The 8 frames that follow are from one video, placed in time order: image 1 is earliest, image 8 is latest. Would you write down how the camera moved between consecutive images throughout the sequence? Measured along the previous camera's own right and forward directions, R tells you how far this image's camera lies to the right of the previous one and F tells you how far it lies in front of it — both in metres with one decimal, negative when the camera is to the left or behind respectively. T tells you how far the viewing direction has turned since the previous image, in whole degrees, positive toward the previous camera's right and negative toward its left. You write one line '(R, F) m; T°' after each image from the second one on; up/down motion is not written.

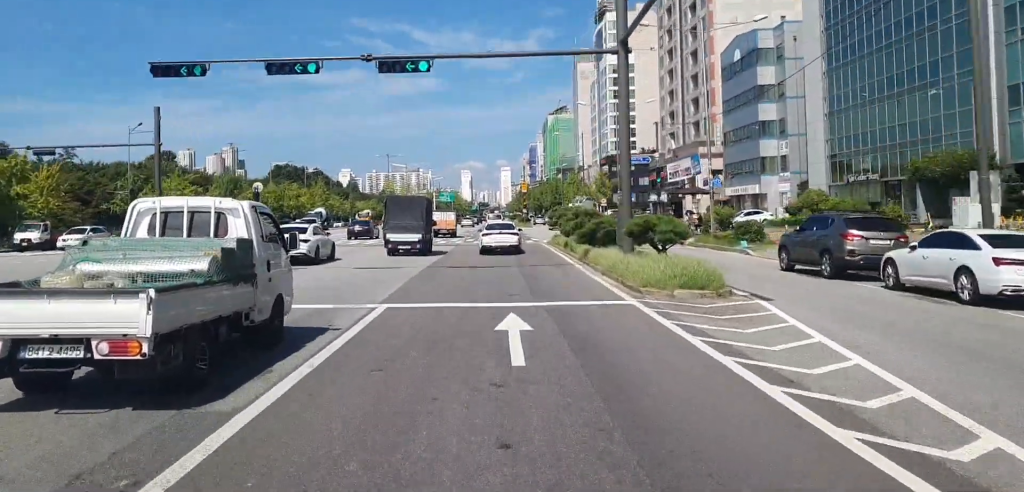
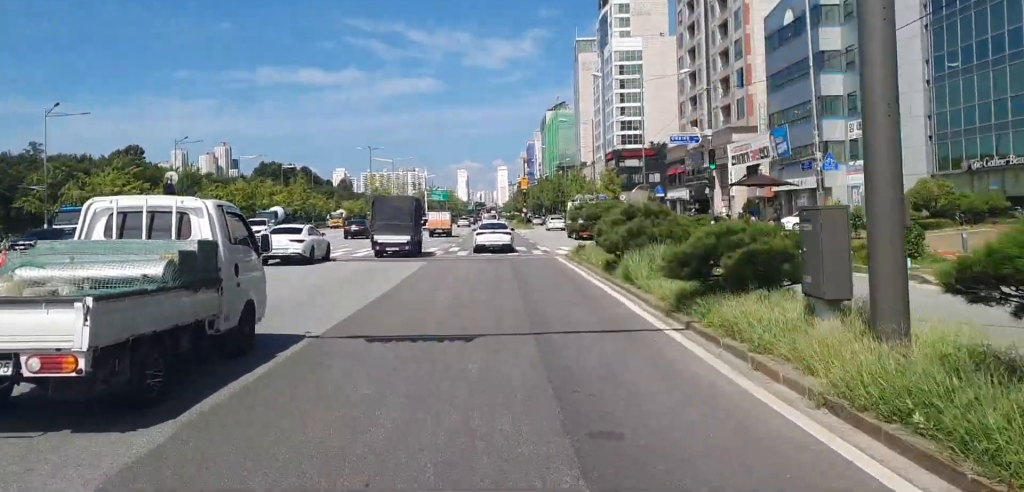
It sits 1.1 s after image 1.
(0.0, +15.1) m; +3°
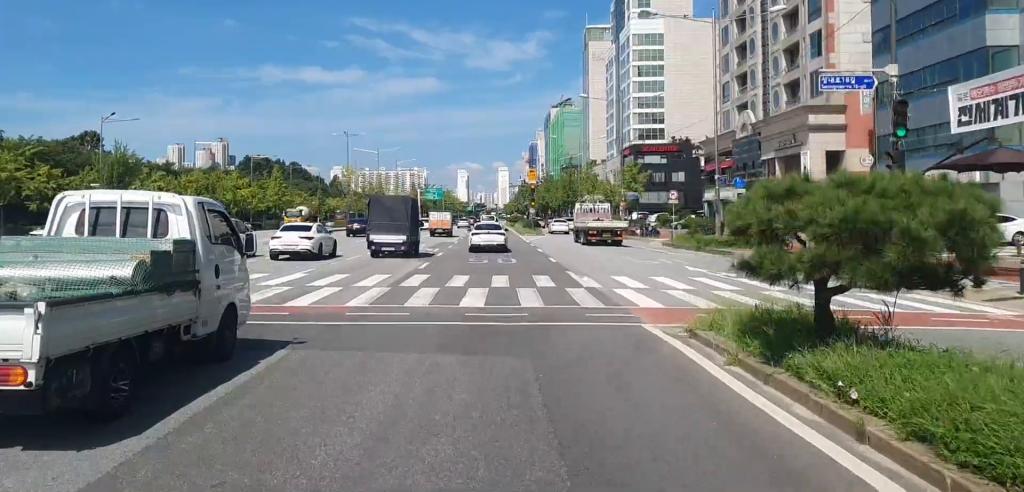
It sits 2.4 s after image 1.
(+0.5, +19.0) m; -1°
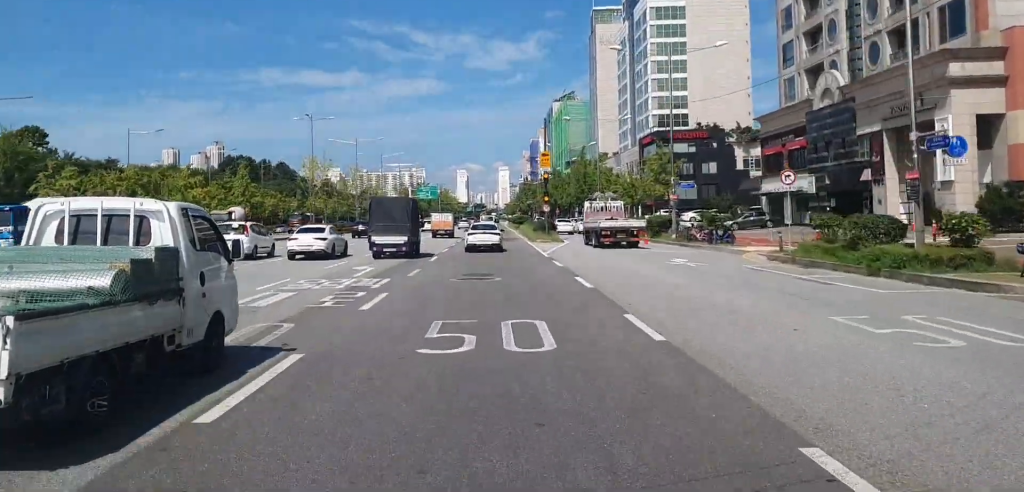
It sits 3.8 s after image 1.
(-0.6, +19.1) m; -2°
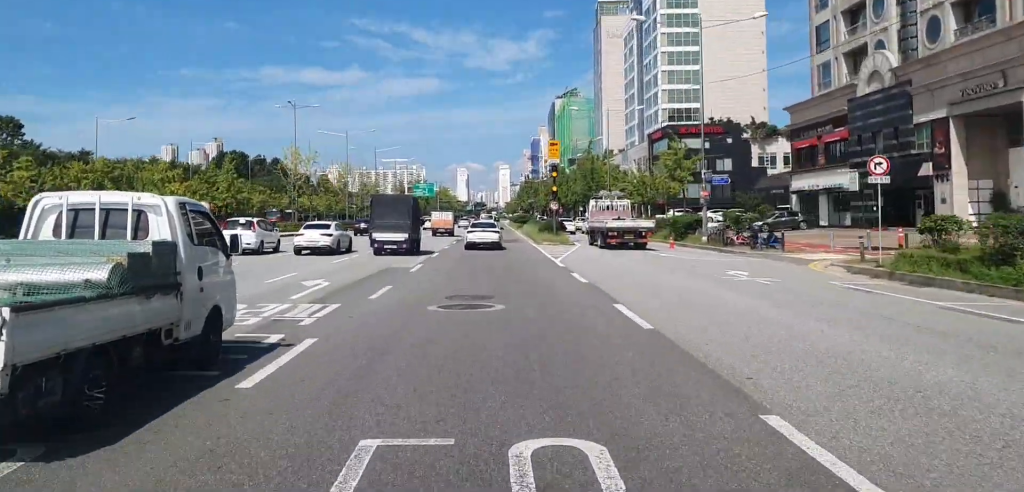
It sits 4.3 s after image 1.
(0.0, +7.1) m; 0°
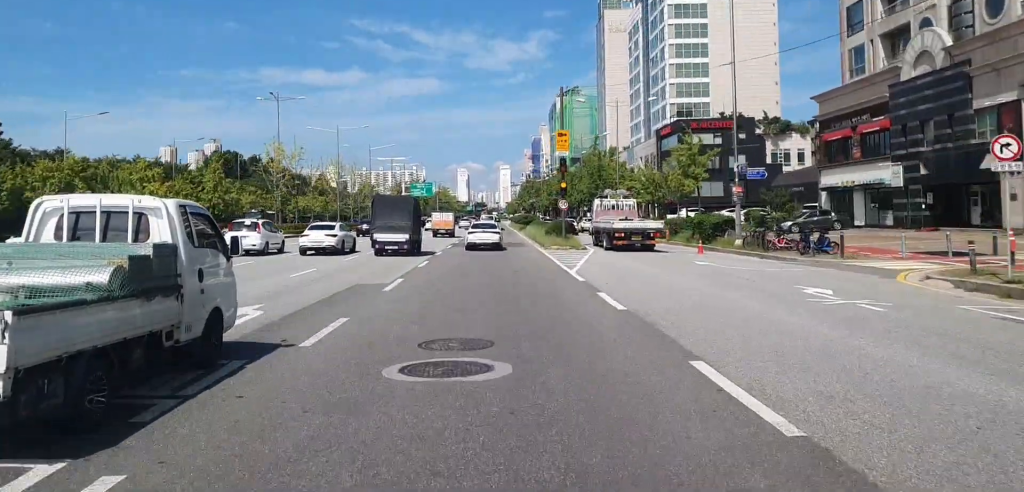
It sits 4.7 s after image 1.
(0.0, +5.7) m; 0°
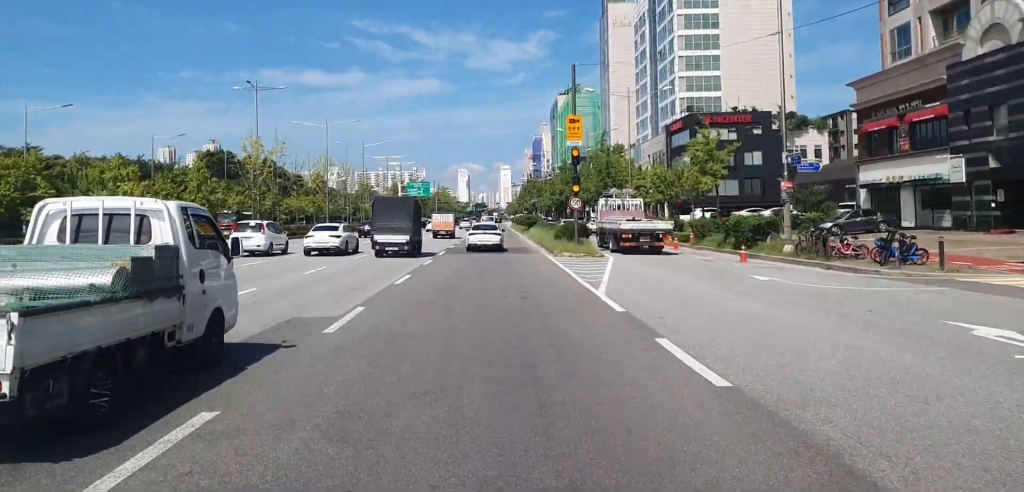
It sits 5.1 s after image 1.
(0.0, +6.2) m; 0°
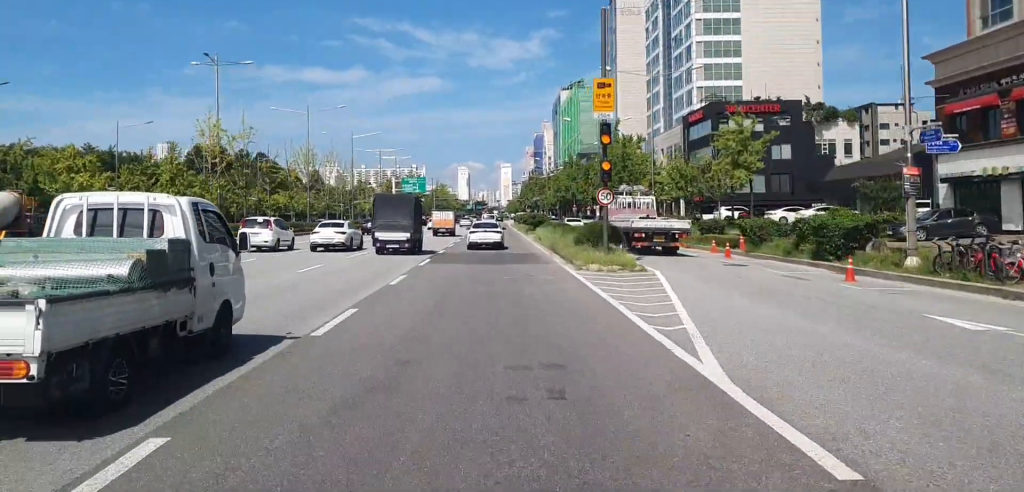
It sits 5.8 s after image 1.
(-0.1, +9.1) m; +1°
